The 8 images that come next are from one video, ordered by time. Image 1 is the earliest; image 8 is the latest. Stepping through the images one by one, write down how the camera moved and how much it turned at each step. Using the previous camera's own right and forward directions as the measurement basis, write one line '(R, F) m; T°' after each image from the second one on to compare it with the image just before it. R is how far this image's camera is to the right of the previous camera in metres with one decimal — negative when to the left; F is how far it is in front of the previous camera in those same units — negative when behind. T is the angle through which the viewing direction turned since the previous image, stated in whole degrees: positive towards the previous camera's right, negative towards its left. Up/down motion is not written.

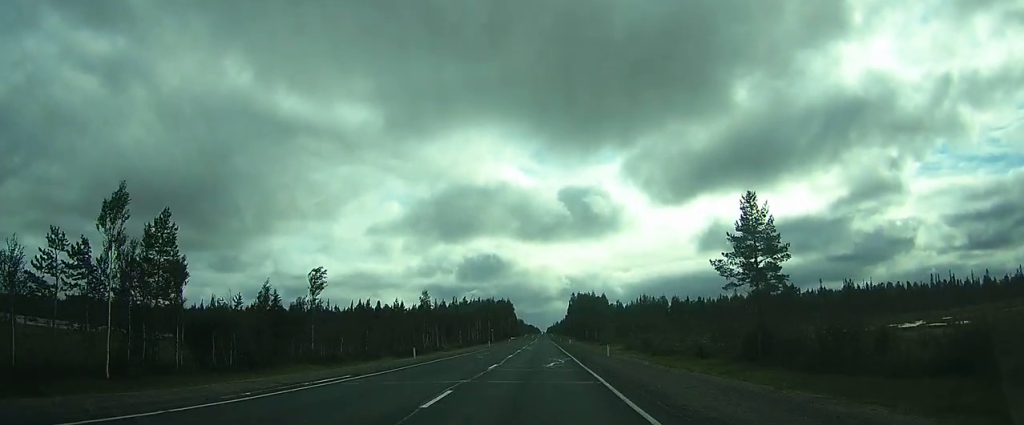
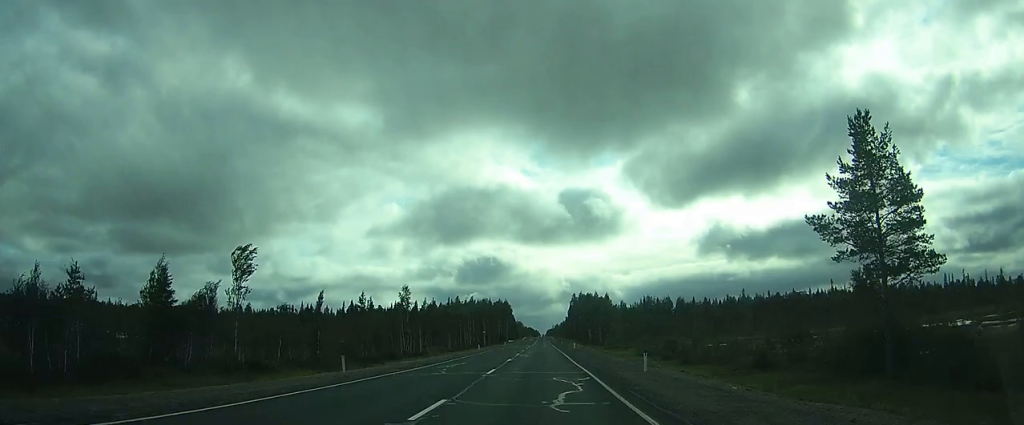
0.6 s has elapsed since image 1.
(-0.1, +12.8) m; 0°
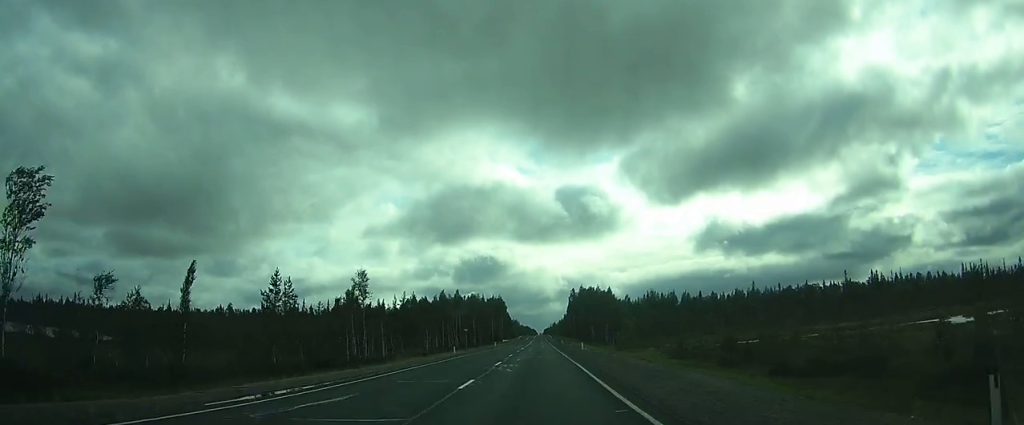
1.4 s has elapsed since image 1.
(0.0, +17.9) m; 0°
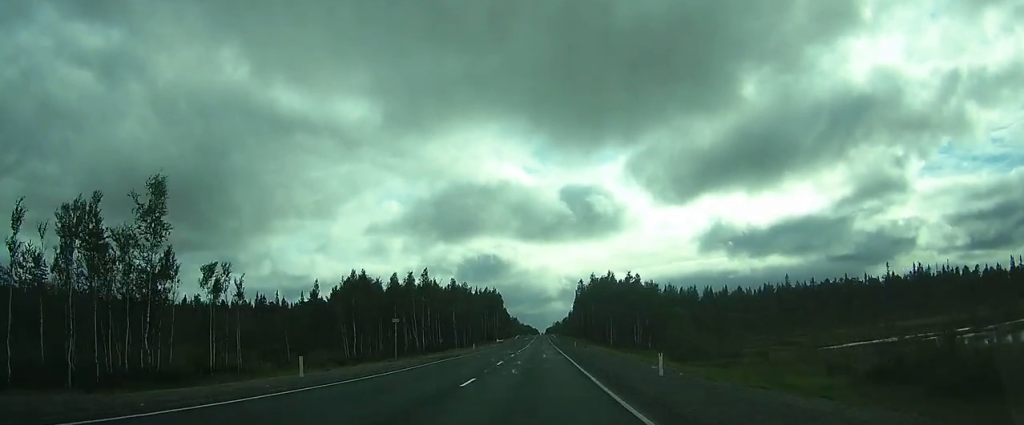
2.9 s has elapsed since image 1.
(+0.1, +34.4) m; +1°
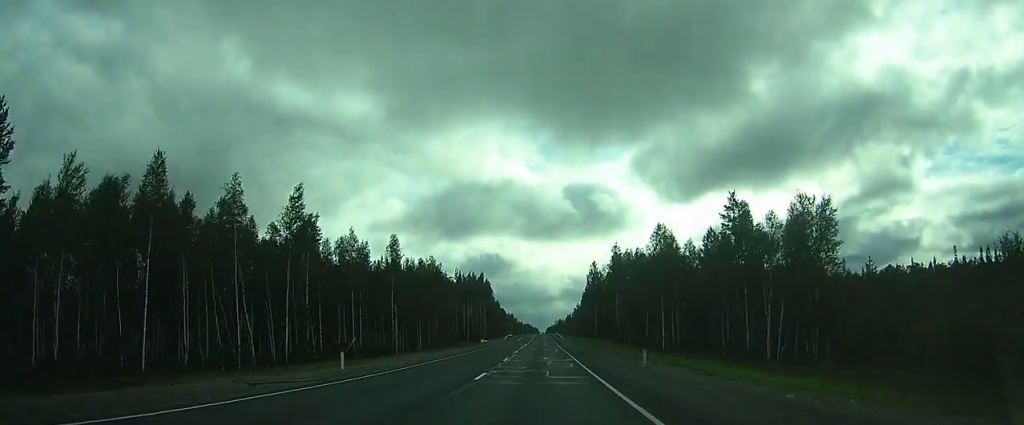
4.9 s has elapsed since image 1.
(+0.6, +45.1) m; +1°
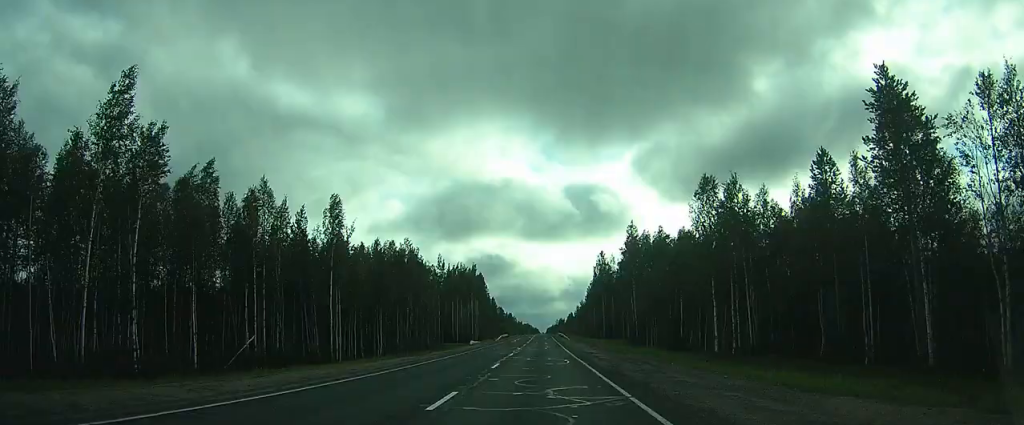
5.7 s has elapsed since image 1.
(-0.1, +18.9) m; 0°
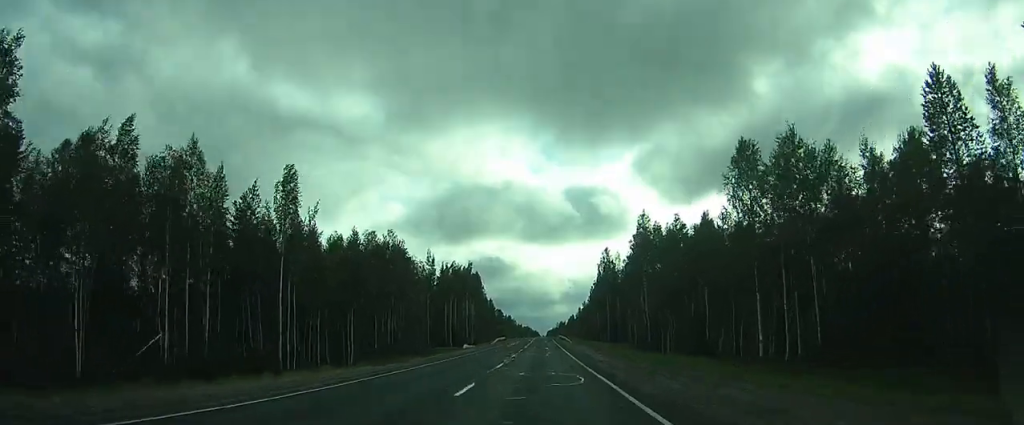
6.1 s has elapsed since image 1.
(+0.2, +9.1) m; +1°
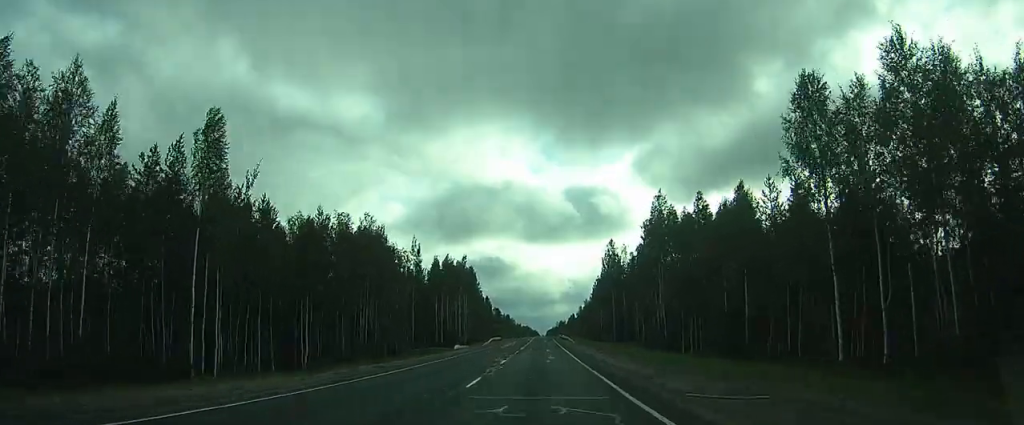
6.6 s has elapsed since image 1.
(+0.1, +9.9) m; 0°
